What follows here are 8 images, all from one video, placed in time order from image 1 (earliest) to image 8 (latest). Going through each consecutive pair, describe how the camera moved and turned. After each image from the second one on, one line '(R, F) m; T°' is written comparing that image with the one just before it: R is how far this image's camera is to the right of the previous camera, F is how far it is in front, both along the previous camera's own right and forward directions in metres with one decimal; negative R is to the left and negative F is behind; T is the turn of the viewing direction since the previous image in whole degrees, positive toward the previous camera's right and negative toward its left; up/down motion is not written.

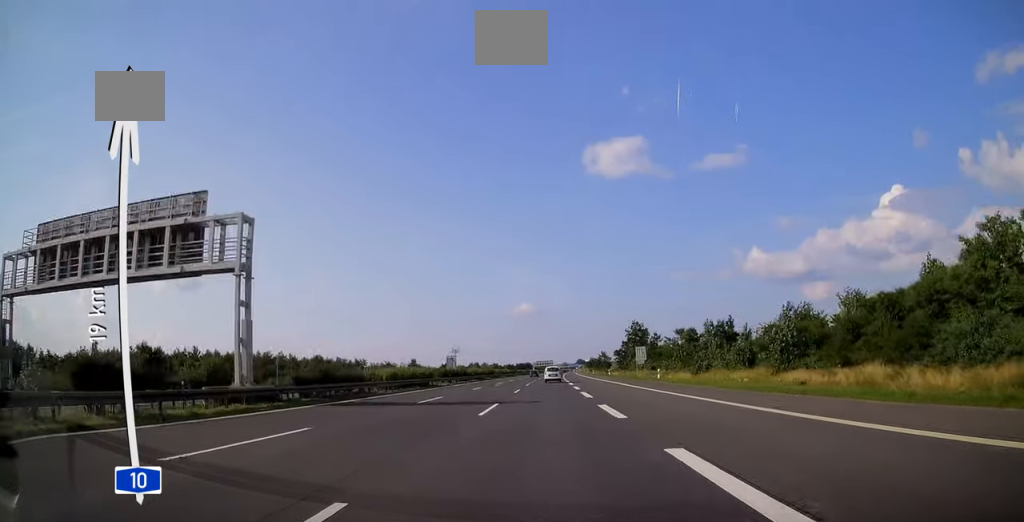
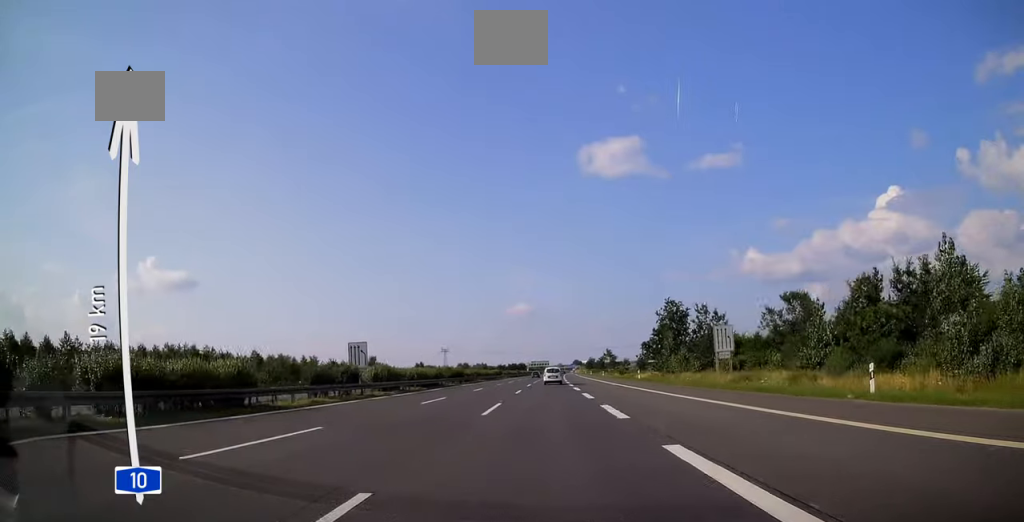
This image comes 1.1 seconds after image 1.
(+0.2, +35.1) m; 0°
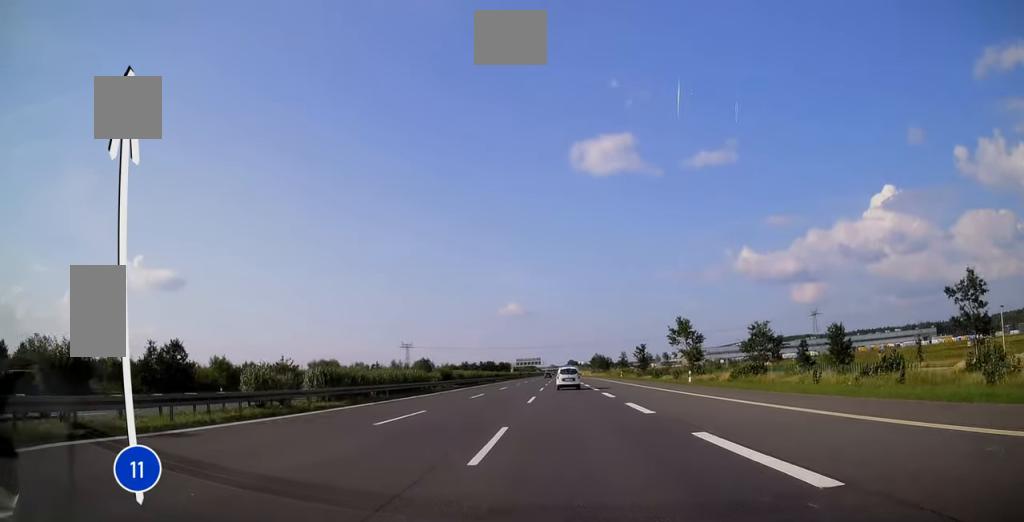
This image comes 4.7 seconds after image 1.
(+0.9, +118.2) m; +1°
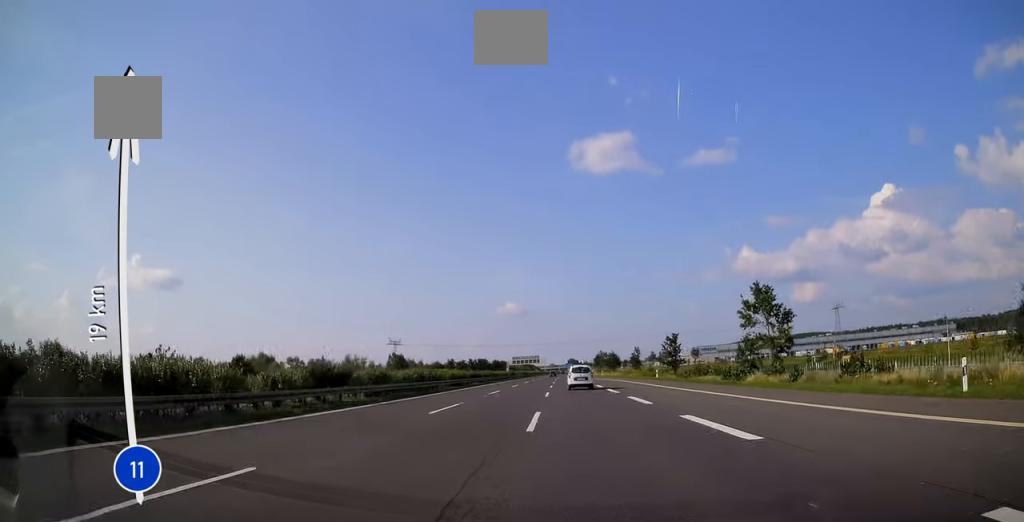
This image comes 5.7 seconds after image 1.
(+0.1, +32.0) m; 0°
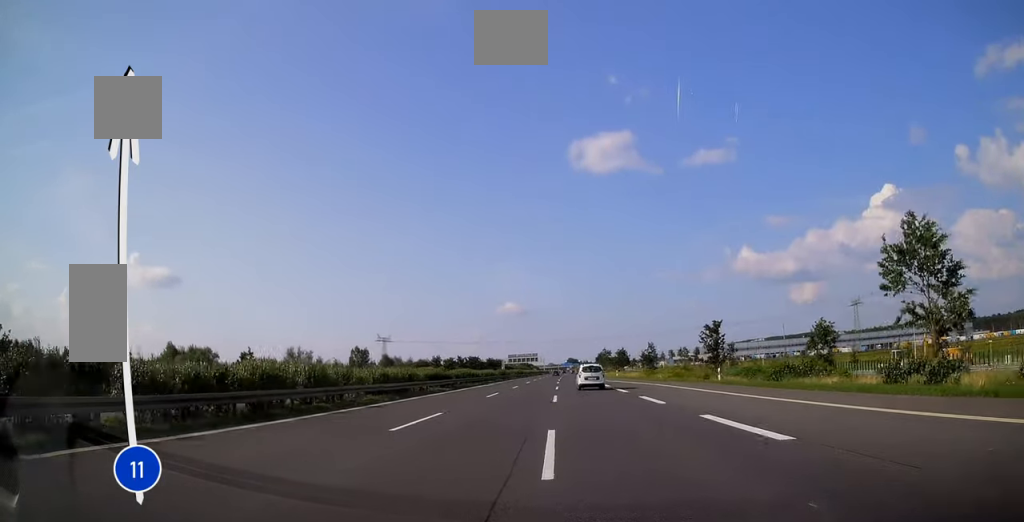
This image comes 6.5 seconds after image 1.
(0.0, +24.2) m; 0°
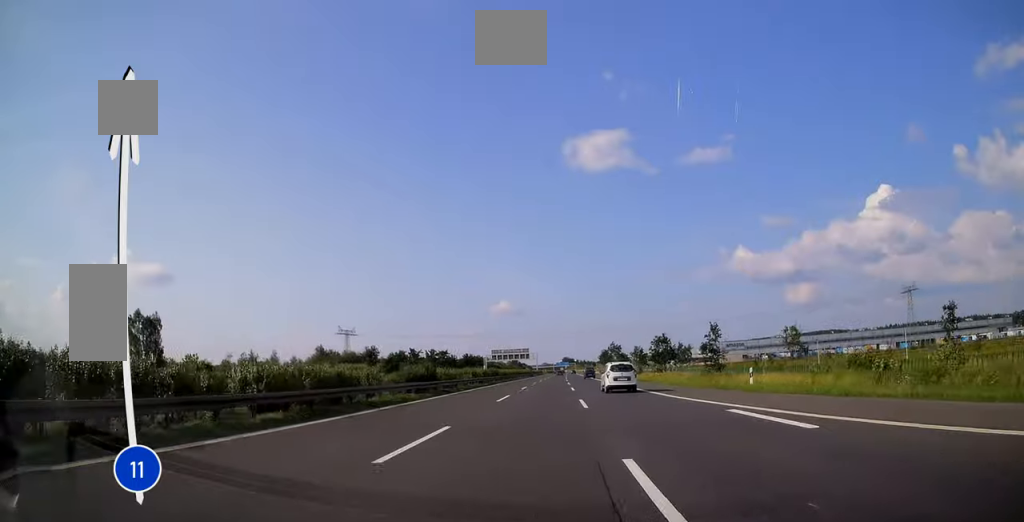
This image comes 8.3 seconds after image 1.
(+0.2, +59.2) m; 0°
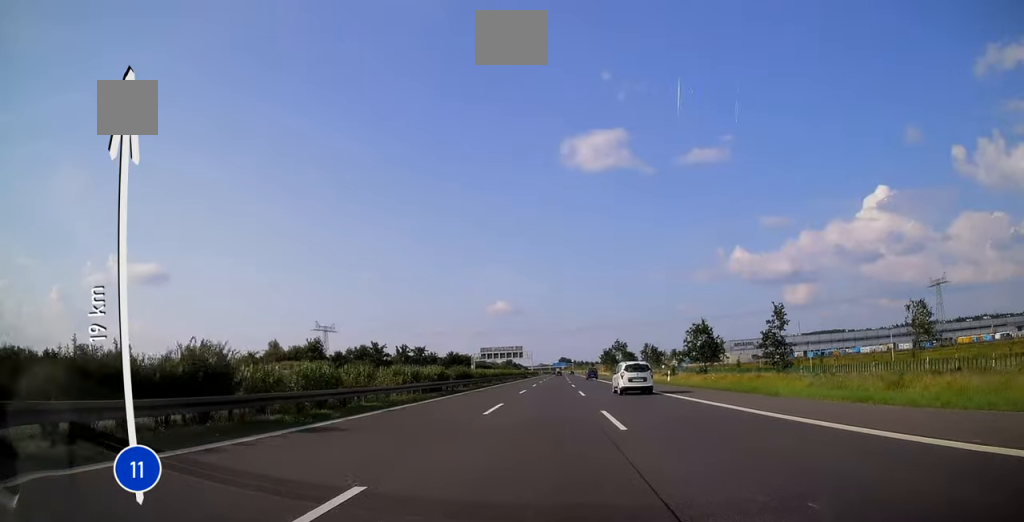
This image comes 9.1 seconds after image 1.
(0.0, +26.0) m; 0°
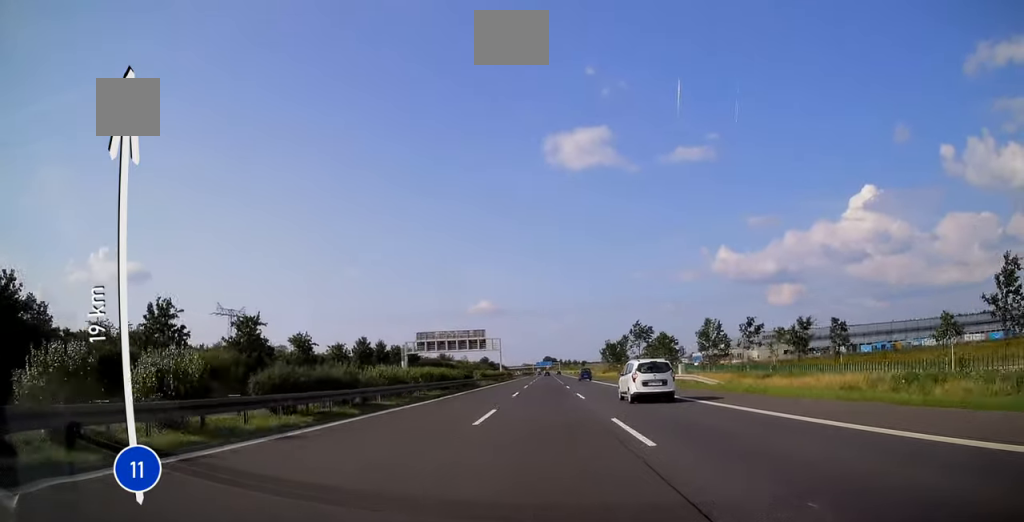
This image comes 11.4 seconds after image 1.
(+0.9, +75.1) m; +1°
